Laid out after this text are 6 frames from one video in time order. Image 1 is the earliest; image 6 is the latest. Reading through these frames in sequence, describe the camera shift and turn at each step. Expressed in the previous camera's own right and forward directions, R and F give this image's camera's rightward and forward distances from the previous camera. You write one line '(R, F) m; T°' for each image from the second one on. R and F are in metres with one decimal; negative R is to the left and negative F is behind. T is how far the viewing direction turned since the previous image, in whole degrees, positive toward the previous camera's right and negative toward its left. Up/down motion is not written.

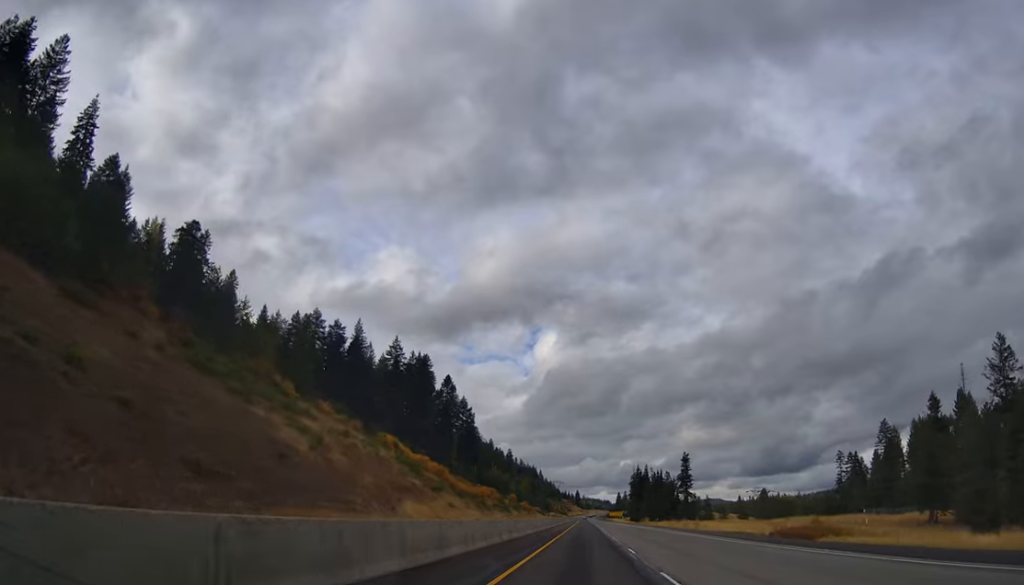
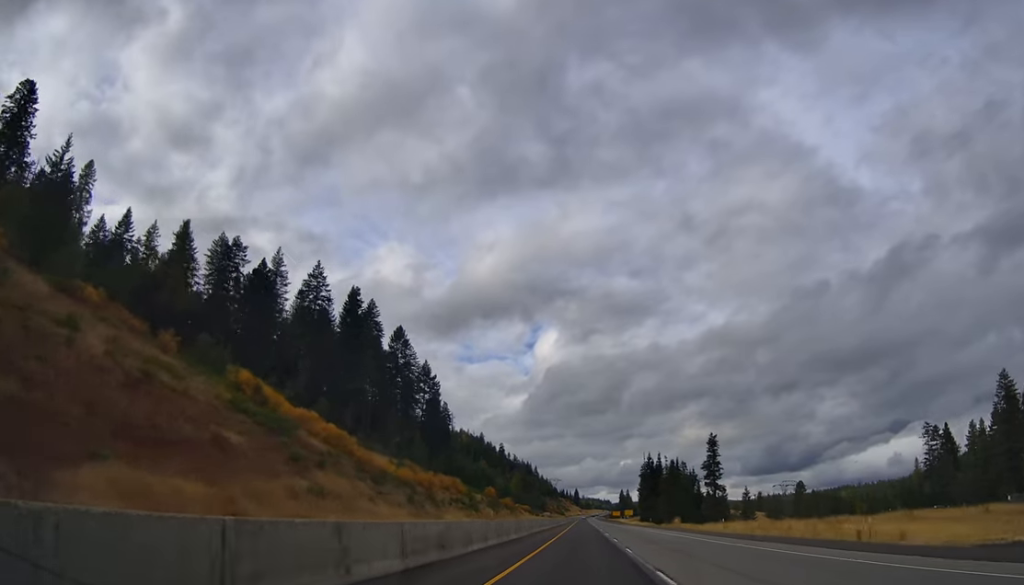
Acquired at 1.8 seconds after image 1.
(-0.1, +61.2) m; 0°
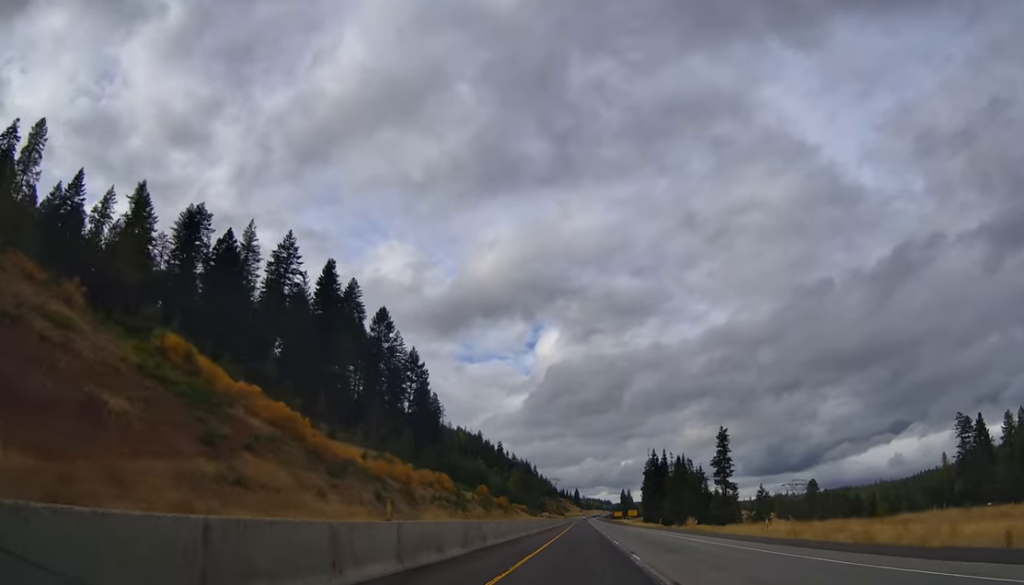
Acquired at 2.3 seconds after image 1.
(-0.1, +15.8) m; 0°
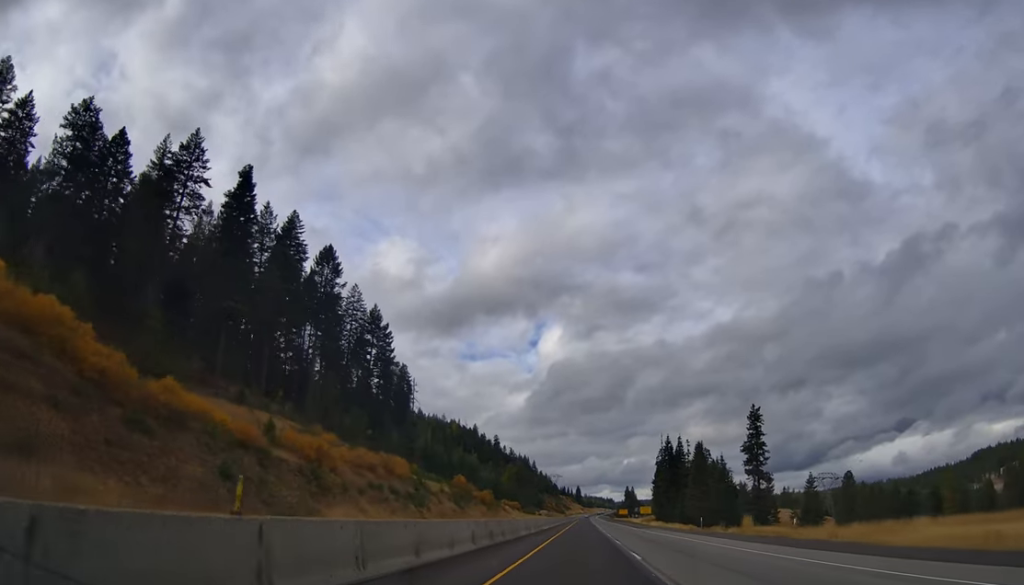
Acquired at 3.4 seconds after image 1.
(+0.3, +37.2) m; 0°
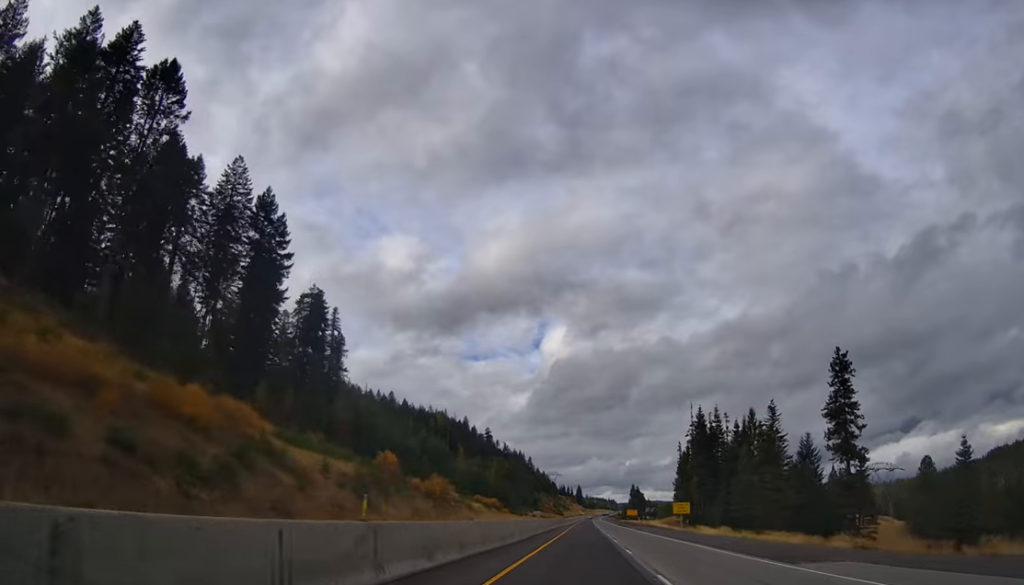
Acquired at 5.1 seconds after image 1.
(-0.1, +57.5) m; +1°
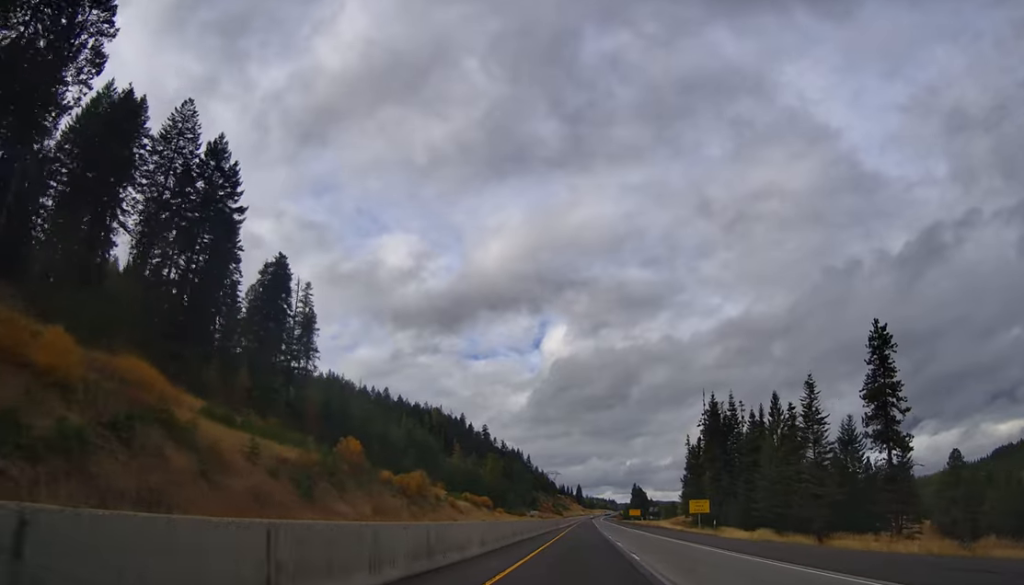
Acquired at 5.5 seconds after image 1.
(0.0, +15.8) m; 0°
